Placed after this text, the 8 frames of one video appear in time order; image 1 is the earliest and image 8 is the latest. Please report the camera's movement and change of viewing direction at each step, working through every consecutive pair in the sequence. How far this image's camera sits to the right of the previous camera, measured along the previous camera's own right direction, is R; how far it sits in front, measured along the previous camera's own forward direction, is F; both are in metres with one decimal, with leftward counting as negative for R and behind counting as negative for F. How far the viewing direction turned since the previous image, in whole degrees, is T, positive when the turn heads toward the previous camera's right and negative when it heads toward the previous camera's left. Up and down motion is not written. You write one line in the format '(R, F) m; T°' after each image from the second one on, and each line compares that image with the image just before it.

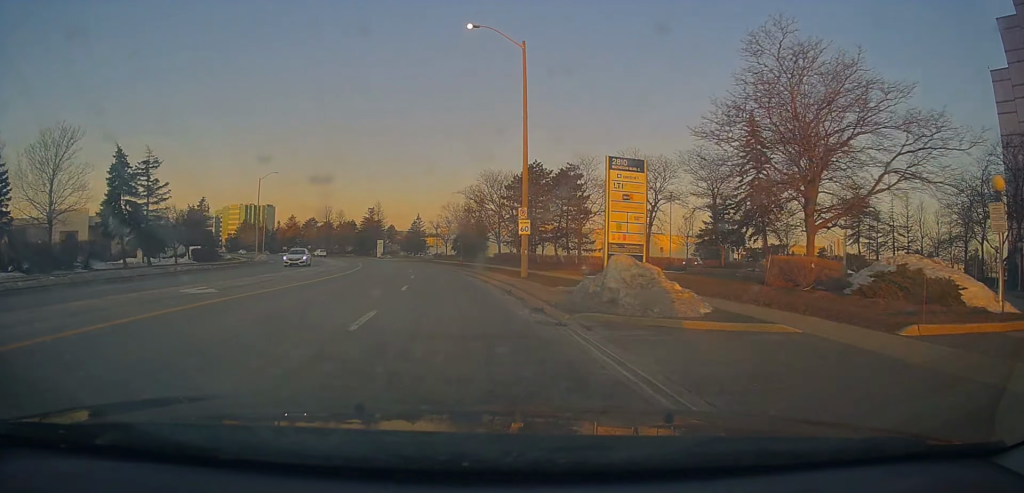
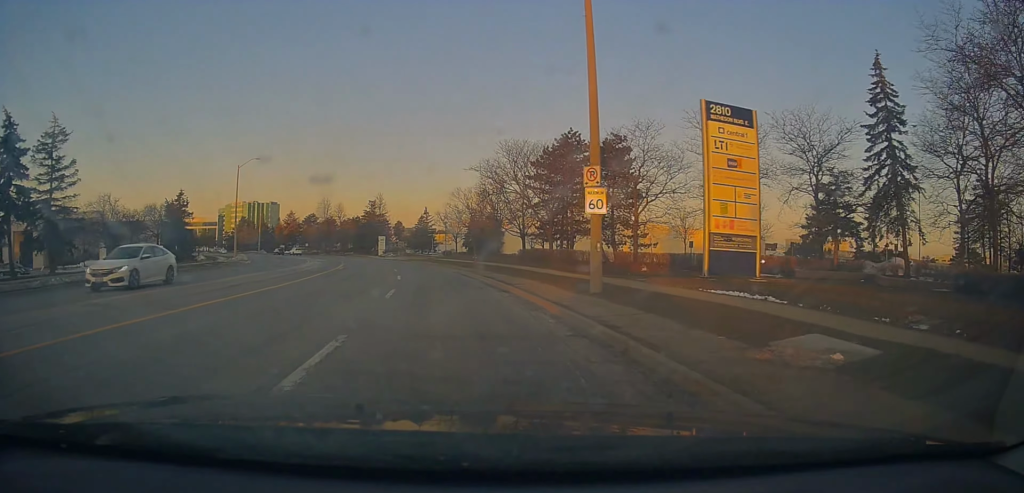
(-0.6, +13.7) m; 0°
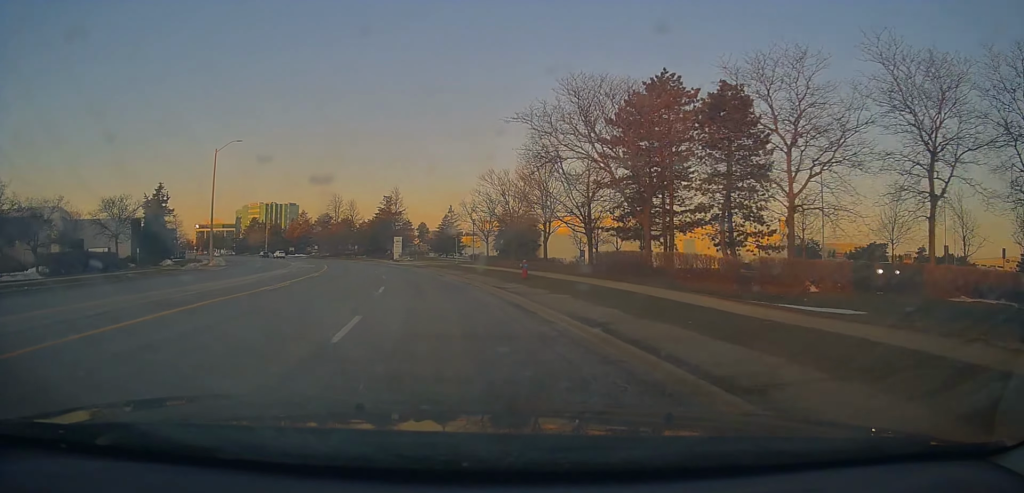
(+0.7, +16.3) m; +2°
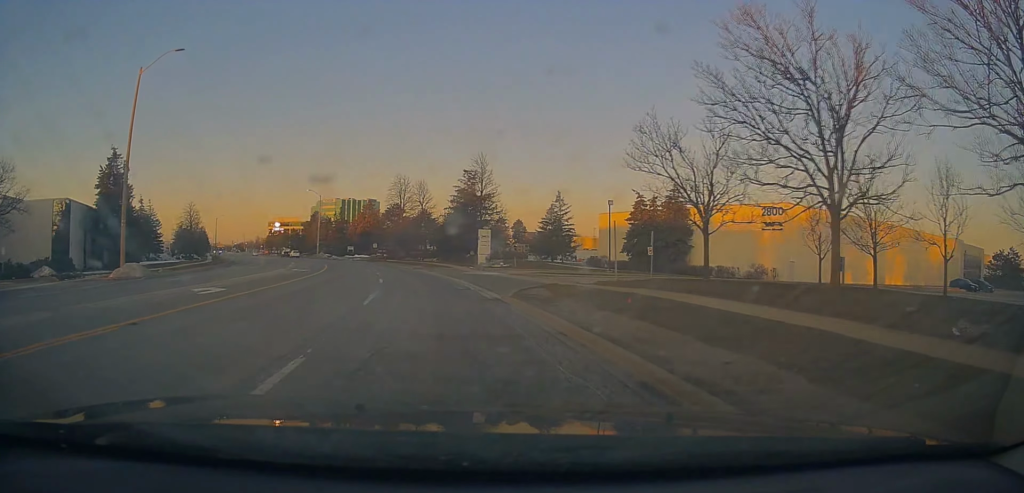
(-3.1, +32.7) m; -14°
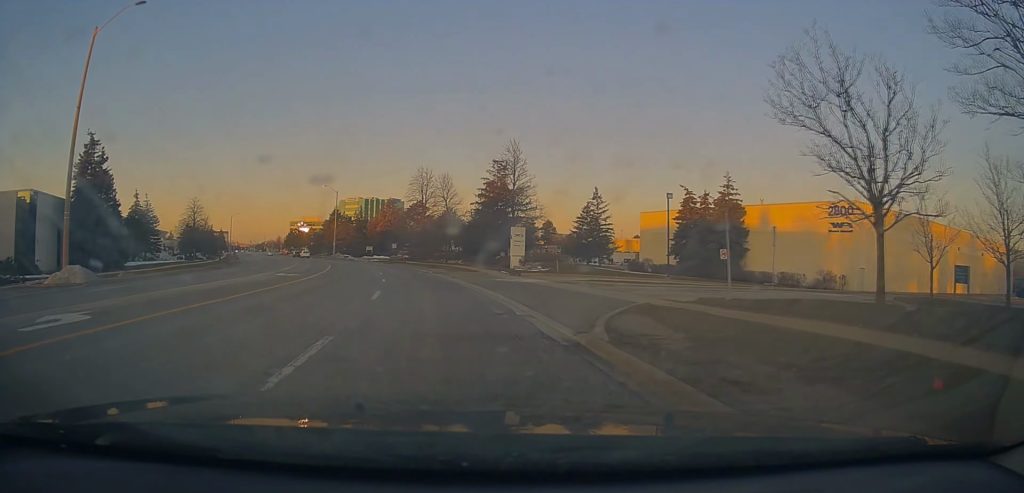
(-0.6, +8.4) m; -2°
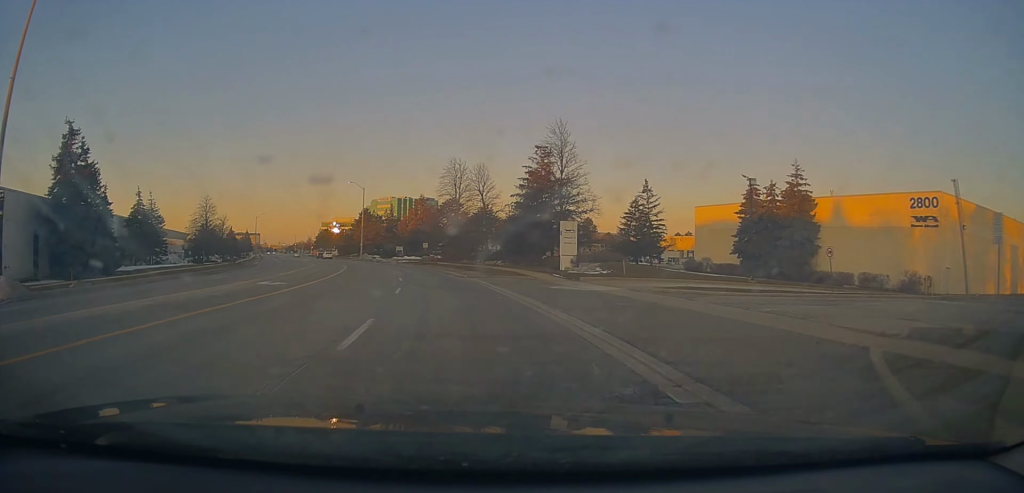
(-0.2, +7.9) m; -2°
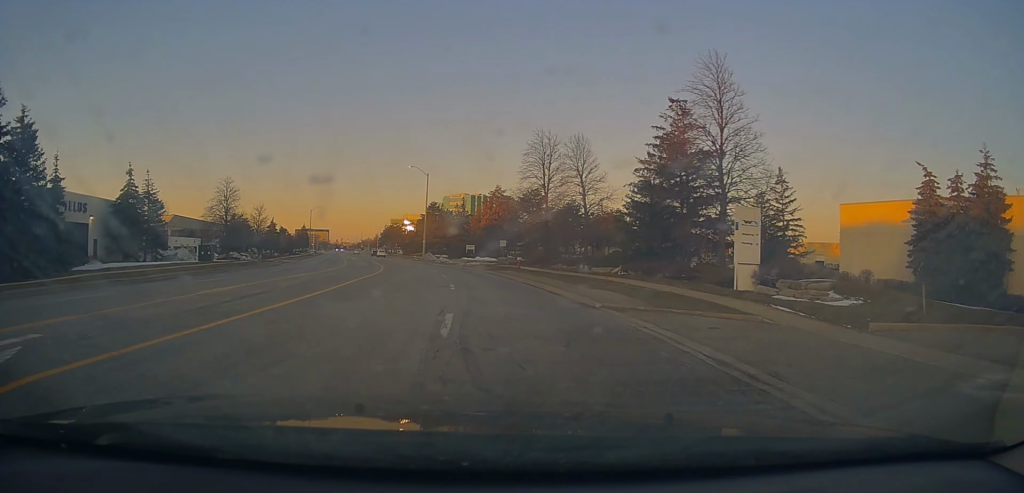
(-0.5, +17.8) m; -7°
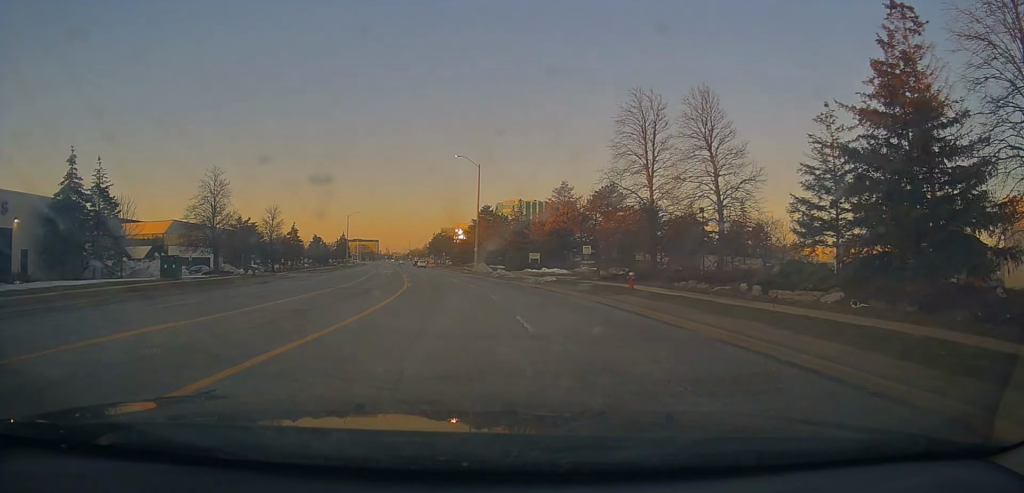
(-1.4, +17.3) m; -5°
